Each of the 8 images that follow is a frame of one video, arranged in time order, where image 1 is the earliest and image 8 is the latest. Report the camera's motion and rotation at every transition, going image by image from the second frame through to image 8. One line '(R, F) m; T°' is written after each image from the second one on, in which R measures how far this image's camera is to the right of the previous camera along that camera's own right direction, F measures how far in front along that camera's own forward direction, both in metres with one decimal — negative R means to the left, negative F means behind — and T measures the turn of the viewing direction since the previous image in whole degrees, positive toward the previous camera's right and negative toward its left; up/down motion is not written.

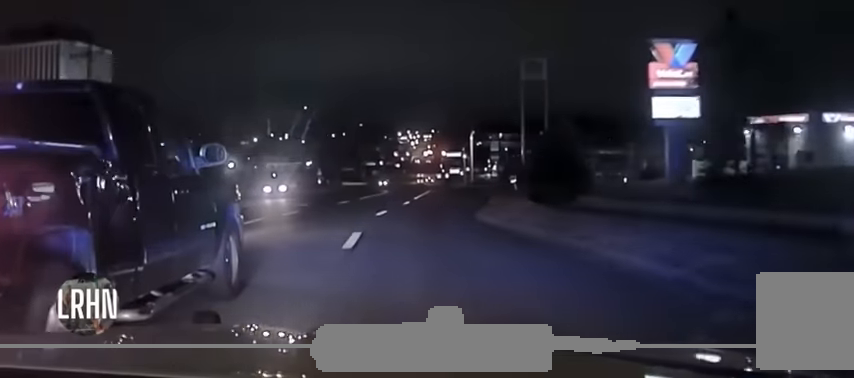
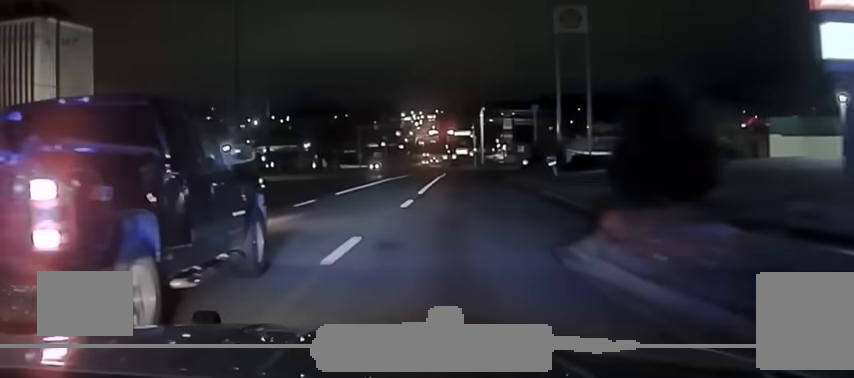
(-0.3, +17.2) m; -1°
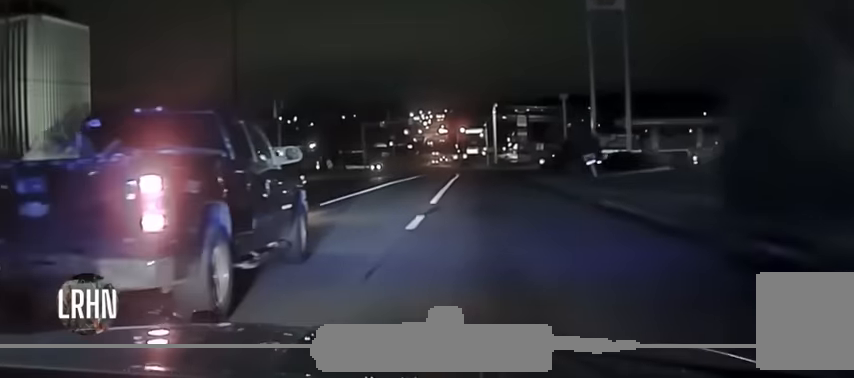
(-0.1, +7.9) m; 0°
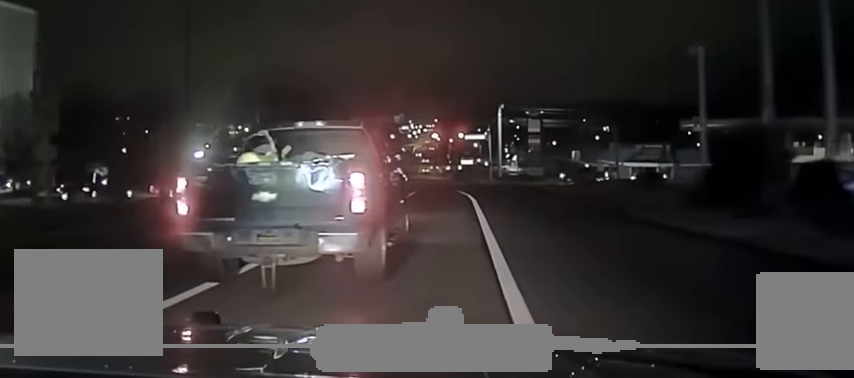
(+0.4, +25.0) m; +1°
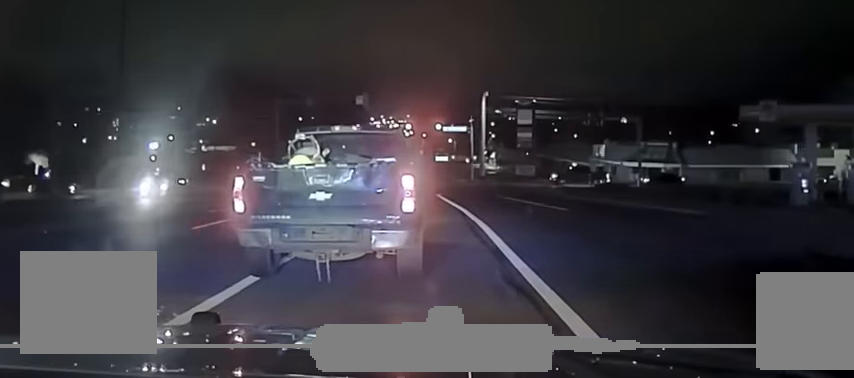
(-0.2, +16.4) m; 0°
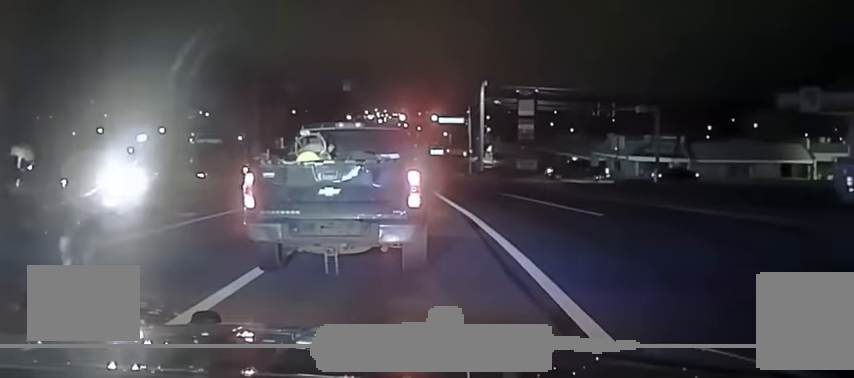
(-0.2, +5.7) m; +1°
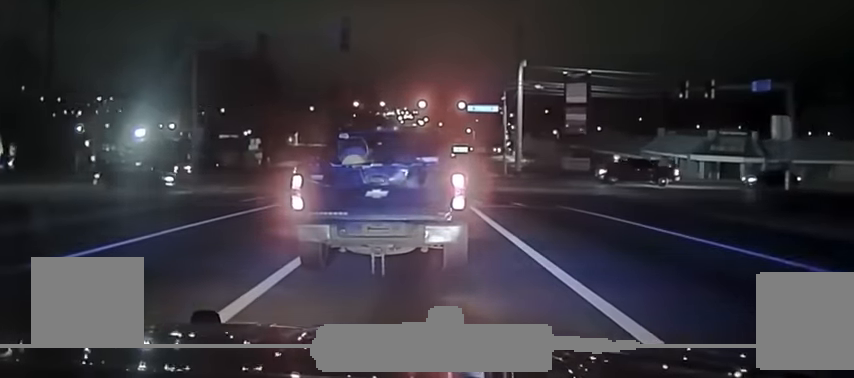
(+0.2, +18.0) m; +1°
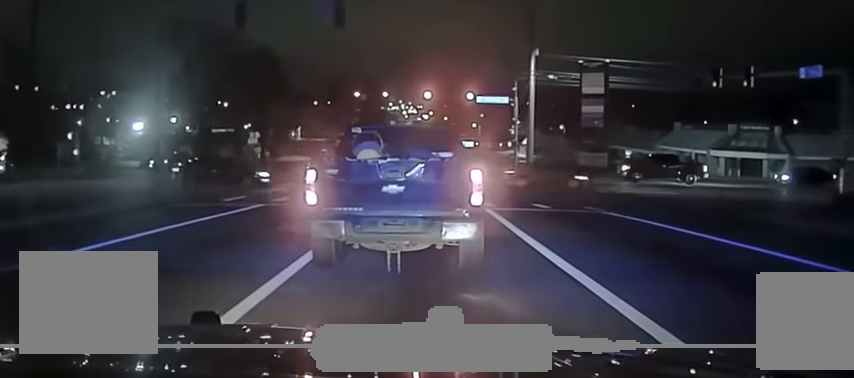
(+0.2, +4.9) m; 0°
